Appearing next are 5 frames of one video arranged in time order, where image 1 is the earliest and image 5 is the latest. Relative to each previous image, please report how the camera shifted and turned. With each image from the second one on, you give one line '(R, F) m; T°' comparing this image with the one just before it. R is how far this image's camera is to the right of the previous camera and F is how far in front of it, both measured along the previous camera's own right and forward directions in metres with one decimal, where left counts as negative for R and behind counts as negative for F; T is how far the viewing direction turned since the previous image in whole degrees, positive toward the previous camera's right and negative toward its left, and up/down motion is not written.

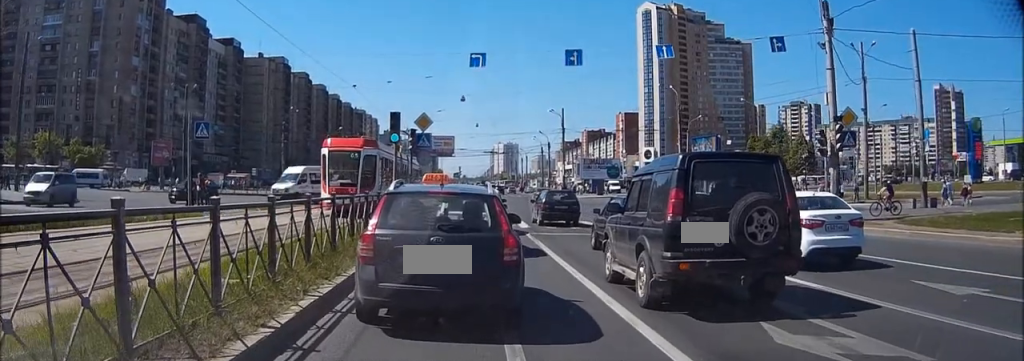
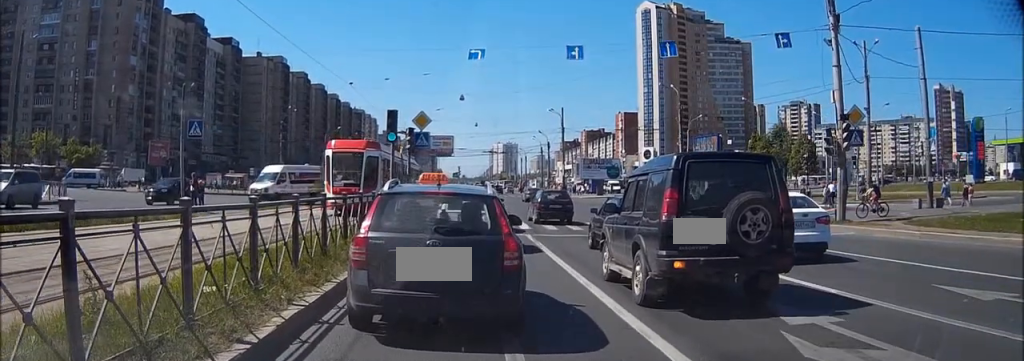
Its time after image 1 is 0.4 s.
(0.0, +0.7) m; +3°
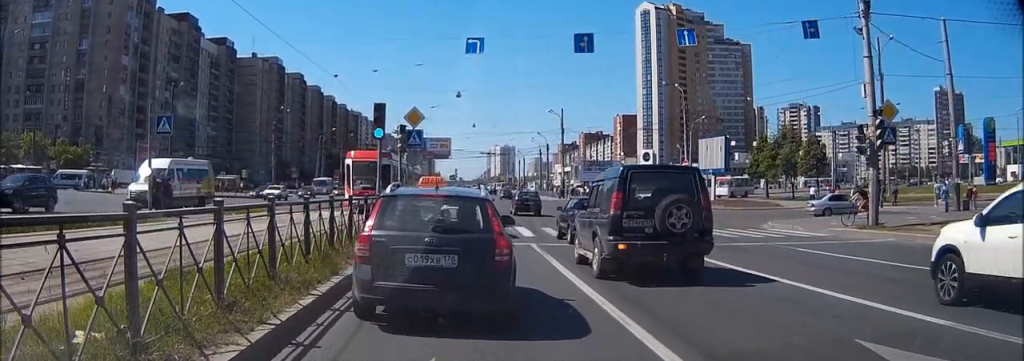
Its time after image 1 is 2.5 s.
(+0.2, +3.6) m; -1°
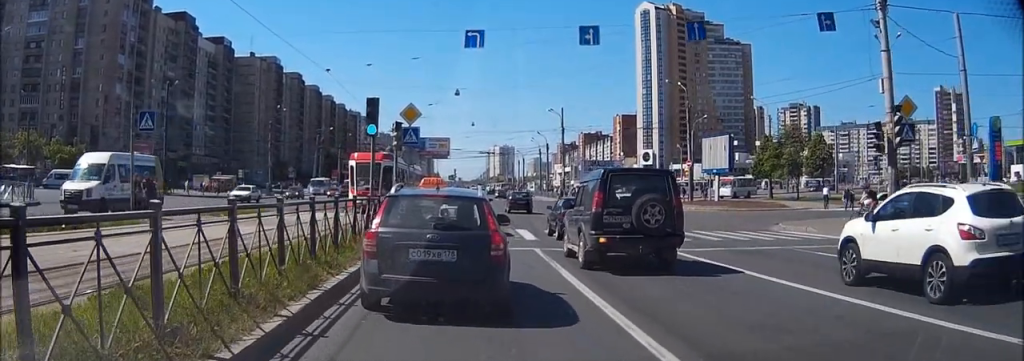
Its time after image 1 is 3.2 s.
(-0.1, +1.8) m; 0°
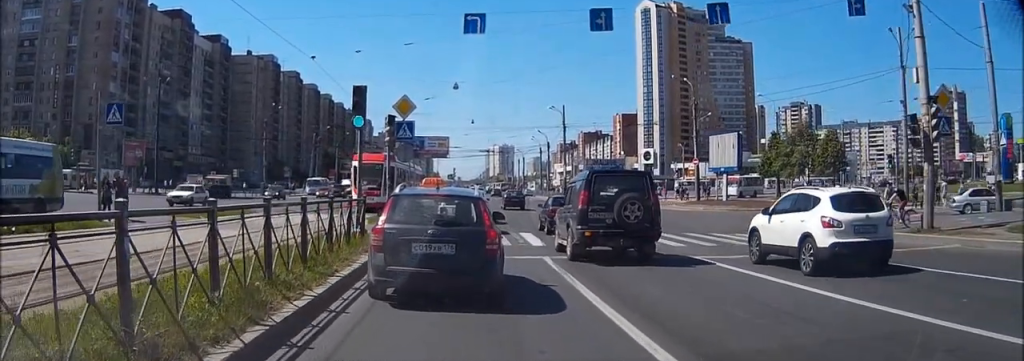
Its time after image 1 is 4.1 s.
(0.0, +2.8) m; 0°
